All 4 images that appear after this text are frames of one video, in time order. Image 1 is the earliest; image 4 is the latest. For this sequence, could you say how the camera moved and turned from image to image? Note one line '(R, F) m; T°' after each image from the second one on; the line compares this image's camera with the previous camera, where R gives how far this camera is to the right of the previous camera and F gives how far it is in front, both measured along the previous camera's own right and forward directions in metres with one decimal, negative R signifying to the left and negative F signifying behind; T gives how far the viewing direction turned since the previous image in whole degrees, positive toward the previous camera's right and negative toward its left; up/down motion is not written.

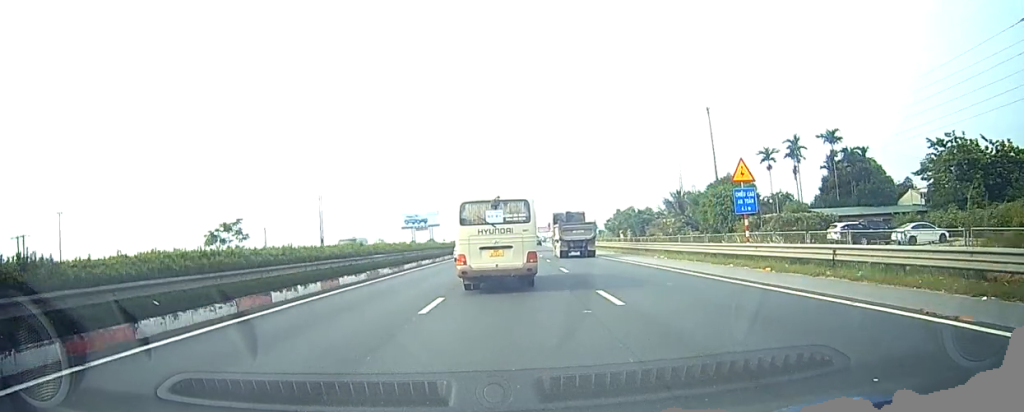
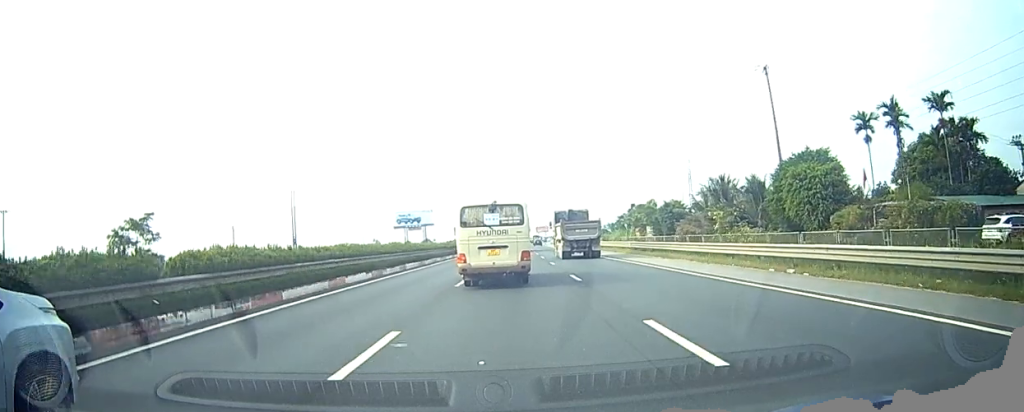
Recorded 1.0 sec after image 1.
(+0.1, +18.3) m; 0°
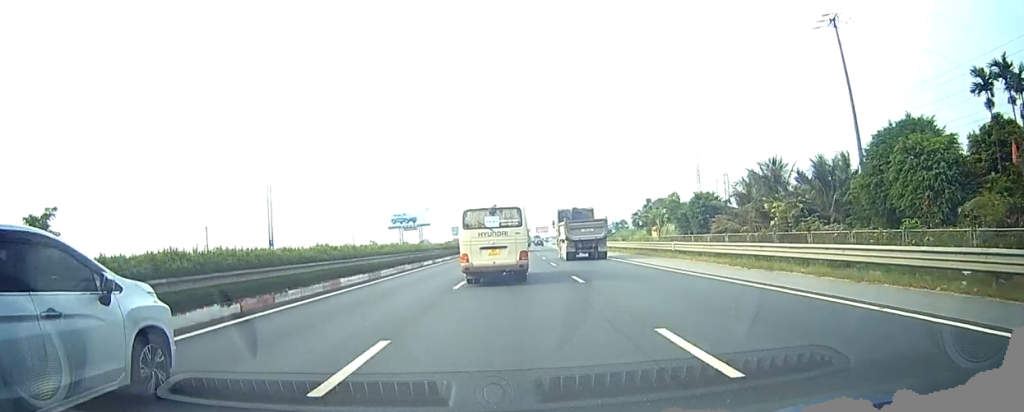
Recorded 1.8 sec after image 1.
(0.0, +12.9) m; 0°
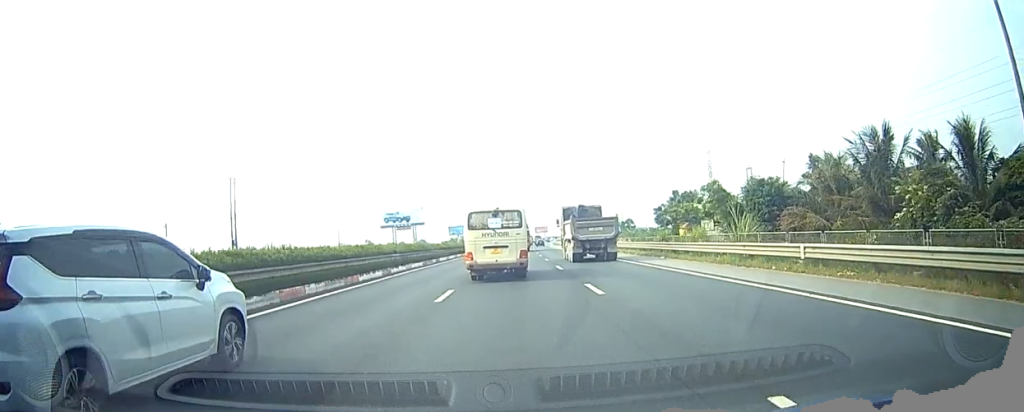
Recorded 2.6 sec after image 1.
(0.0, +15.3) m; 0°
